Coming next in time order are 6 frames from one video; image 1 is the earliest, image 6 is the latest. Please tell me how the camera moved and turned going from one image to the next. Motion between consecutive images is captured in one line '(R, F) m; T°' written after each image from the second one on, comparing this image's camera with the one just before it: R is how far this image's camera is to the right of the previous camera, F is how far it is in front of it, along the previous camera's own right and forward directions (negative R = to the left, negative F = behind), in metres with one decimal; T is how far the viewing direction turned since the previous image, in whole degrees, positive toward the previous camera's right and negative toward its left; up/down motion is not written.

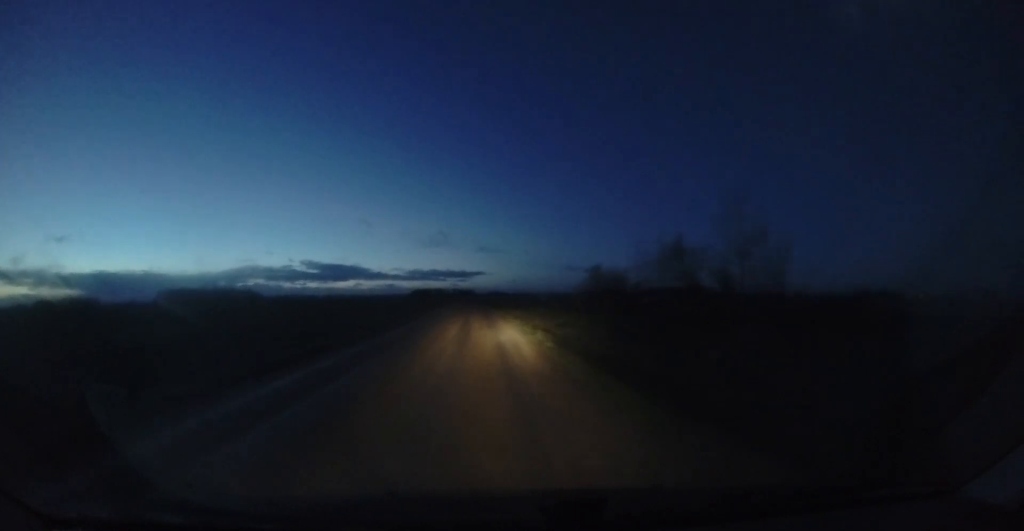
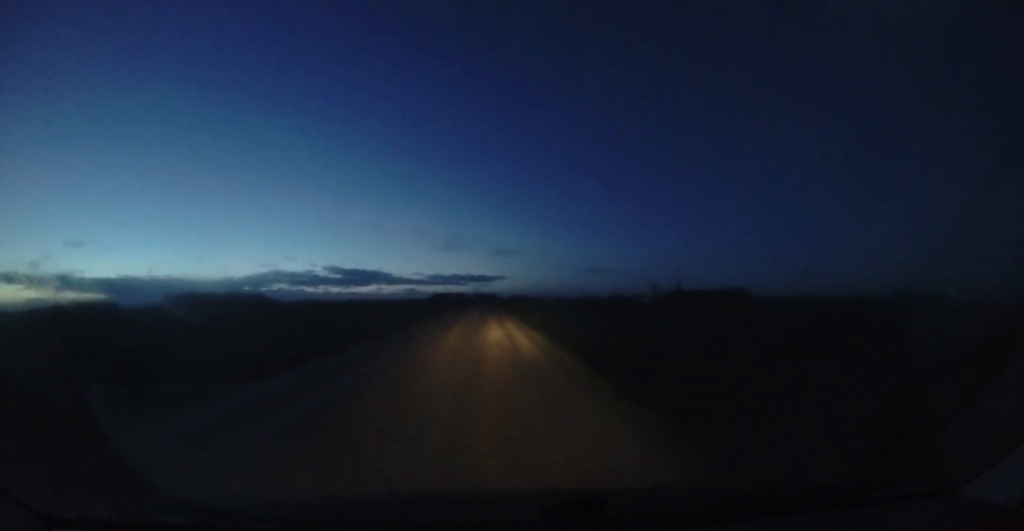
(-1.7, +43.2) m; -4°
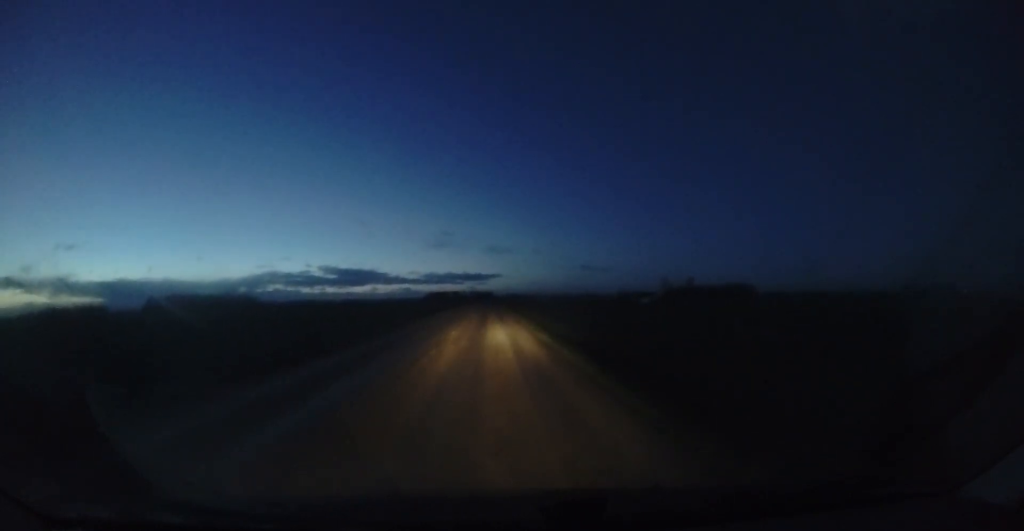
(-0.2, +29.0) m; +1°
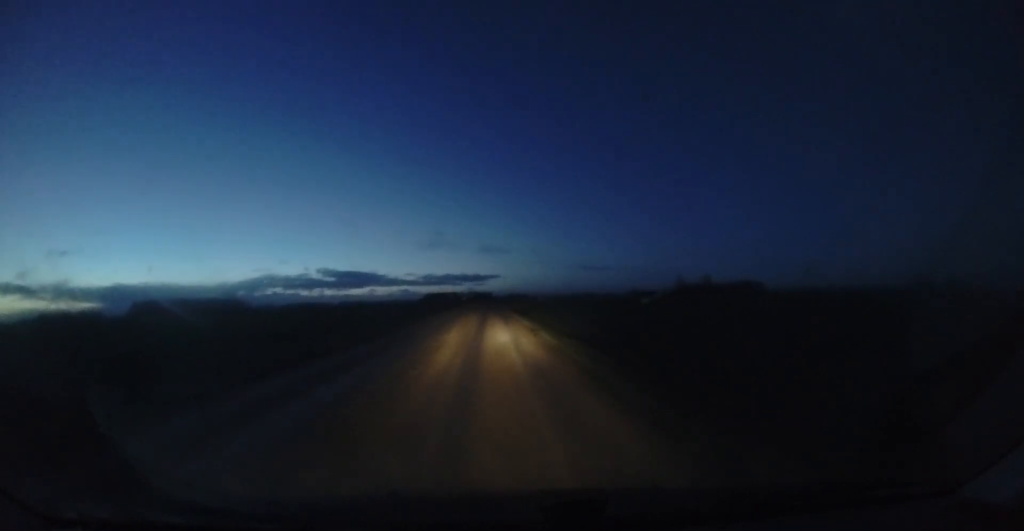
(+0.3, +30.0) m; +1°
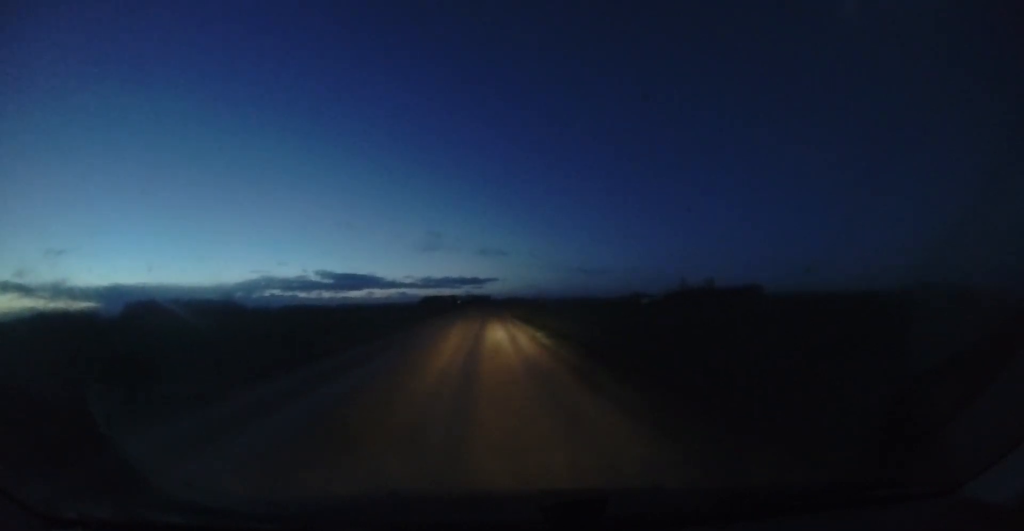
(0.0, +8.2) m; 0°
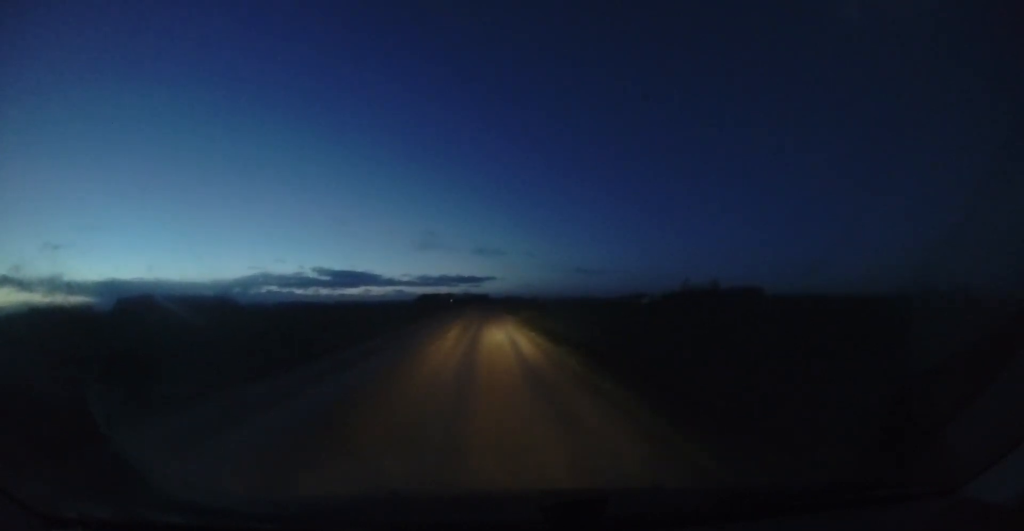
(0.0, +9.8) m; 0°
